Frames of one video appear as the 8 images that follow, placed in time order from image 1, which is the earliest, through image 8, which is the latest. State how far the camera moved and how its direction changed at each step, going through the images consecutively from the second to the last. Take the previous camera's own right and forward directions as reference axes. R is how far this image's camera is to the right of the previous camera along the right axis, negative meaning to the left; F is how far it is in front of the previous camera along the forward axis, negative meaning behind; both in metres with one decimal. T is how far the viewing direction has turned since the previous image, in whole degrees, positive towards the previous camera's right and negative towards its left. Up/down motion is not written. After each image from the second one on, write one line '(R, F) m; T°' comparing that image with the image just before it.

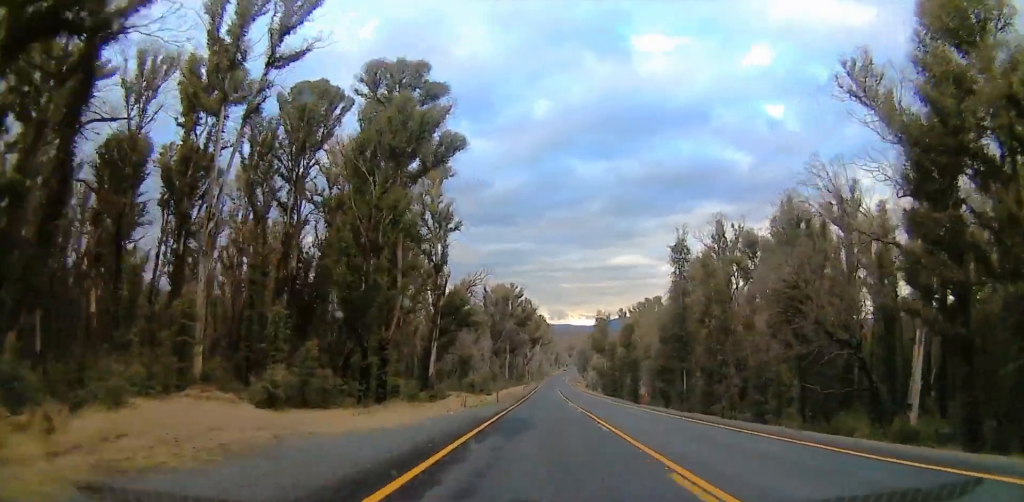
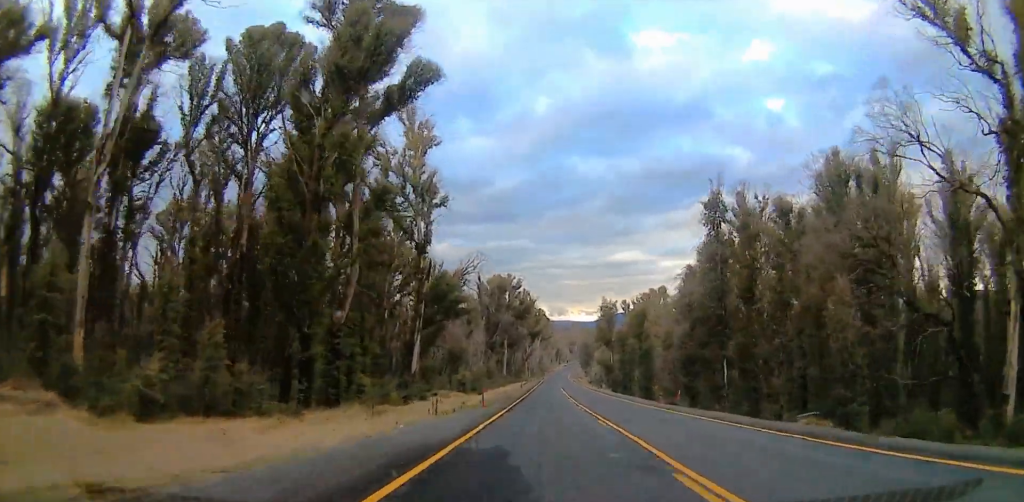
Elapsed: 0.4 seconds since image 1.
(+0.6, +12.6) m; 0°
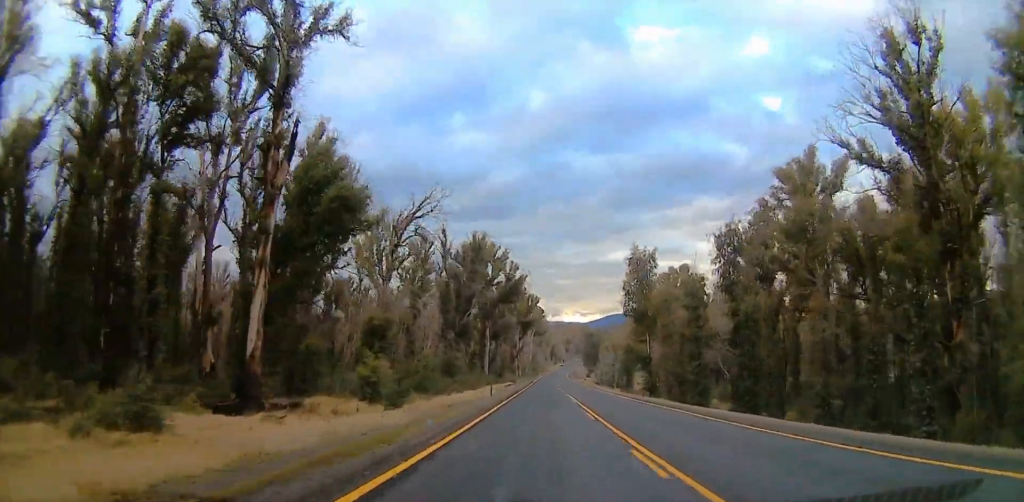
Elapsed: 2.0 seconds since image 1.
(-1.1, +45.5) m; 0°
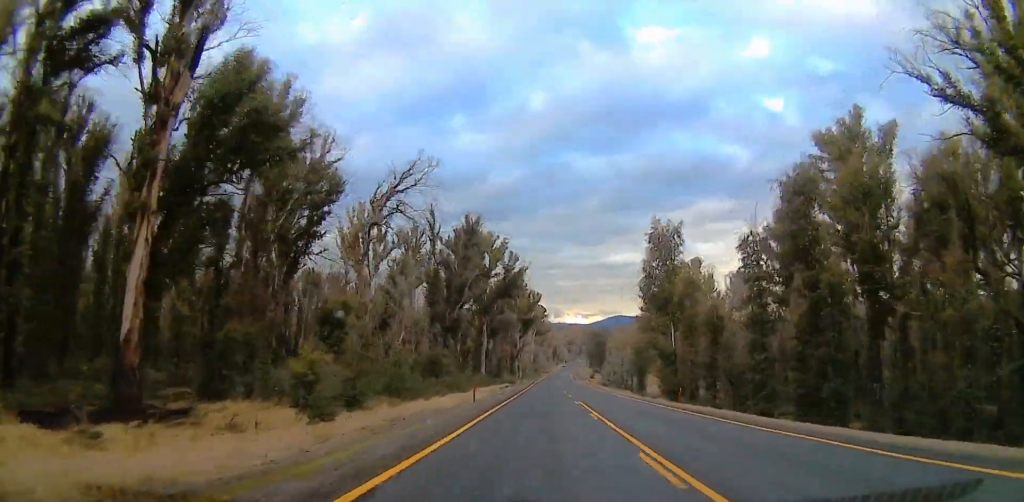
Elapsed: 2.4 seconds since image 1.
(+0.2, +13.0) m; +1°
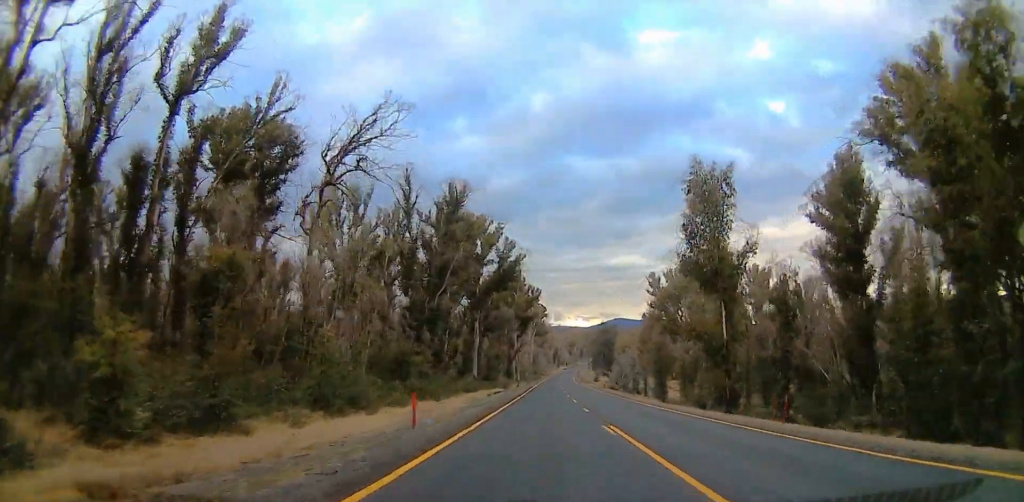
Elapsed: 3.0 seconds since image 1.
(0.0, +16.6) m; 0°
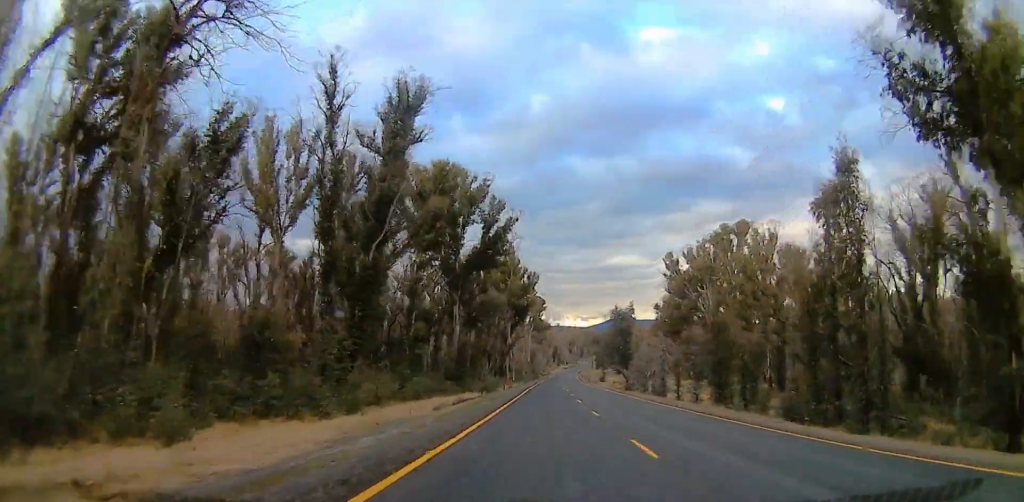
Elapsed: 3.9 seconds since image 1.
(0.0, +27.5) m; 0°
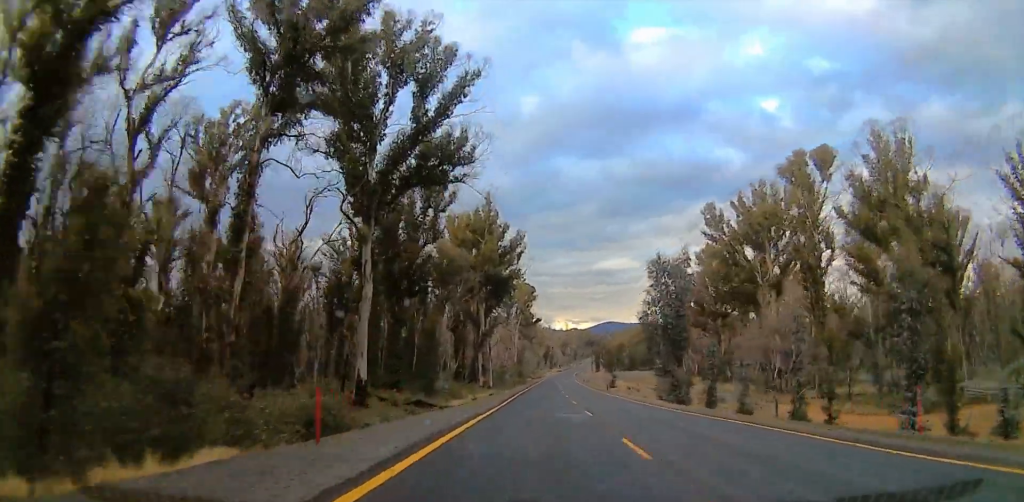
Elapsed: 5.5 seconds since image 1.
(0.0, +48.1) m; 0°
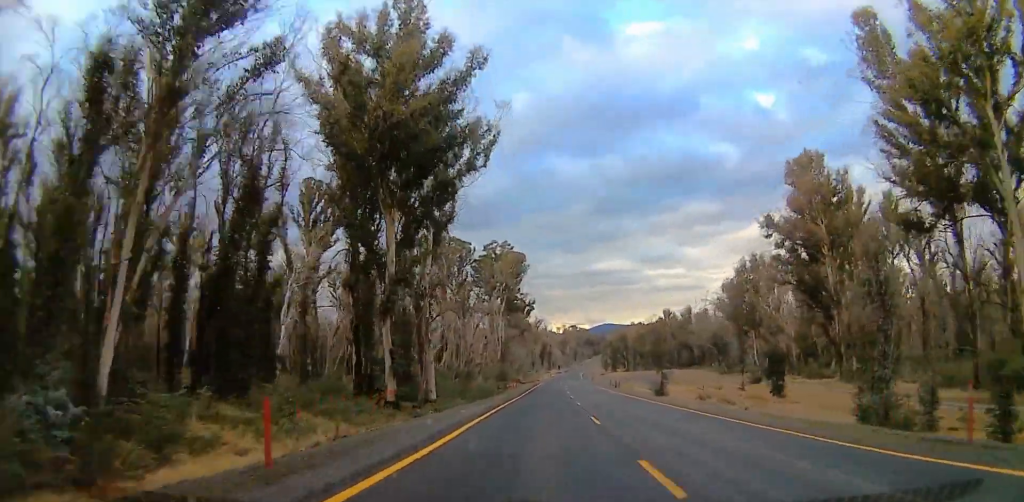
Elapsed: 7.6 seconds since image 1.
(0.0, +61.7) m; 0°
